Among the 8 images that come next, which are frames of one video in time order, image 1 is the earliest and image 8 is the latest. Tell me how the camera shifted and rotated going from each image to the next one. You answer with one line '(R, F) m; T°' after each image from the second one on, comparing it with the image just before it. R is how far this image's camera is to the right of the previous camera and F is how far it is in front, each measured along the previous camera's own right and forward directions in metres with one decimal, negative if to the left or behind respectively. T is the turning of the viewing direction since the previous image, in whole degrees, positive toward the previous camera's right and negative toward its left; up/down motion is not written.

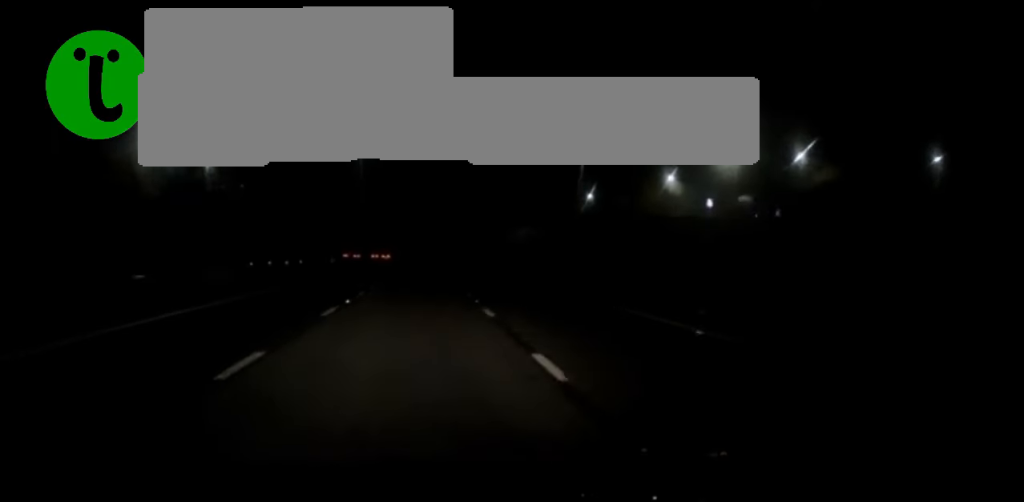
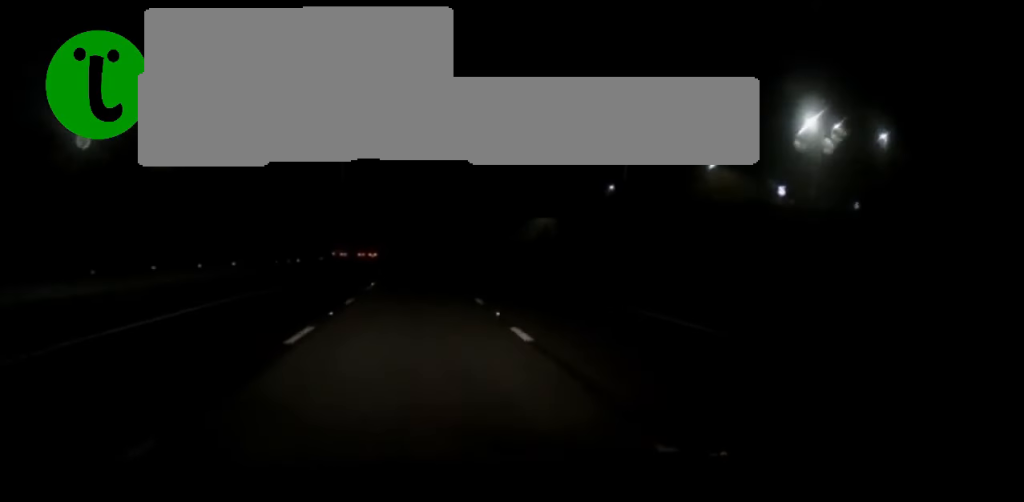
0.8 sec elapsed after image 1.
(0.0, +23.9) m; 0°
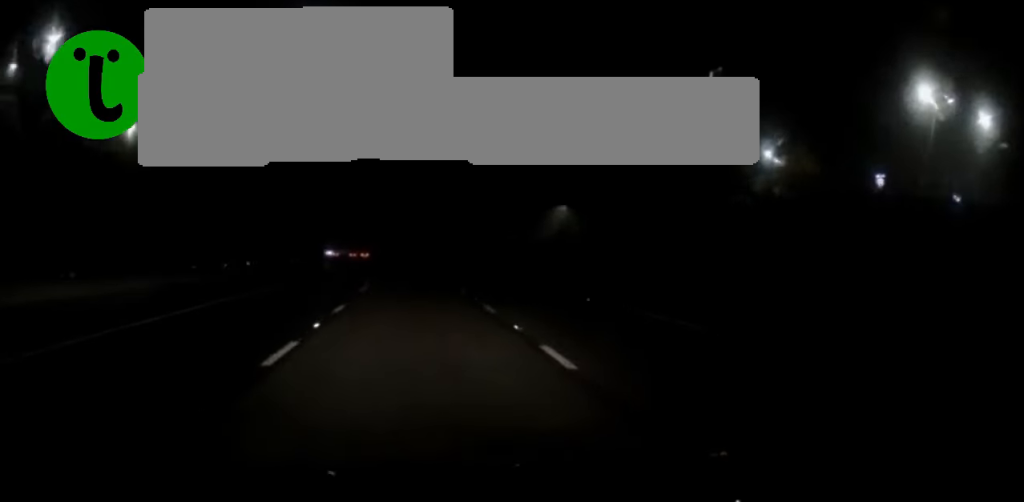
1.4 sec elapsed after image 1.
(0.0, +20.8) m; 0°
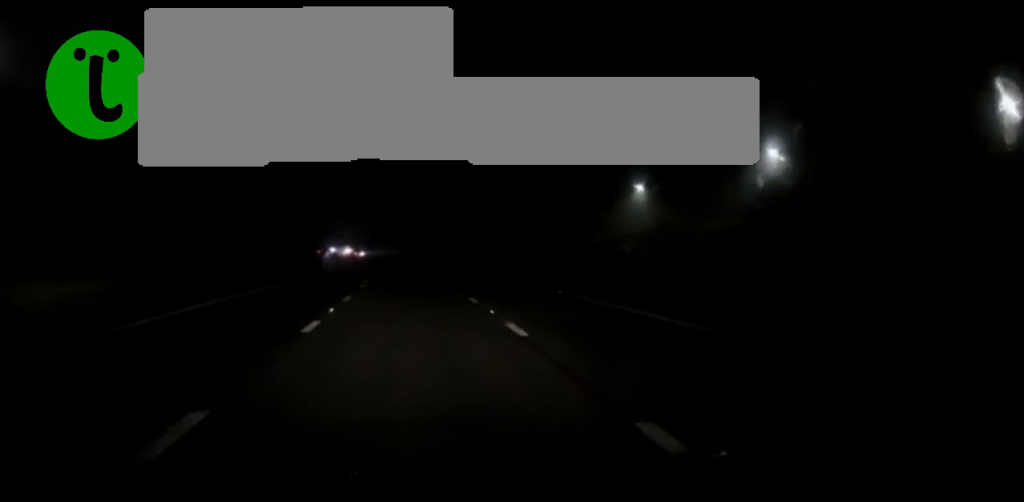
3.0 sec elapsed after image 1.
(0.0, +49.6) m; -1°
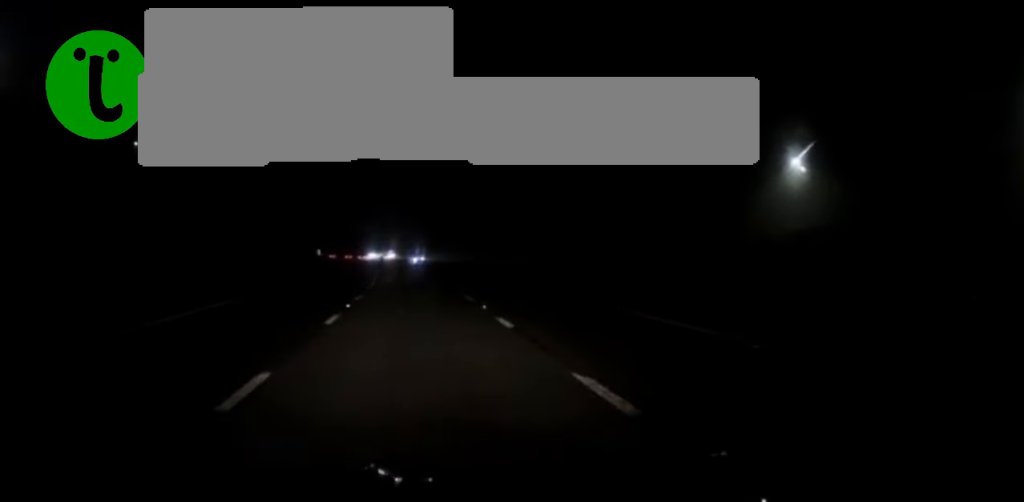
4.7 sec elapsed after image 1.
(-1.1, +51.9) m; -3°
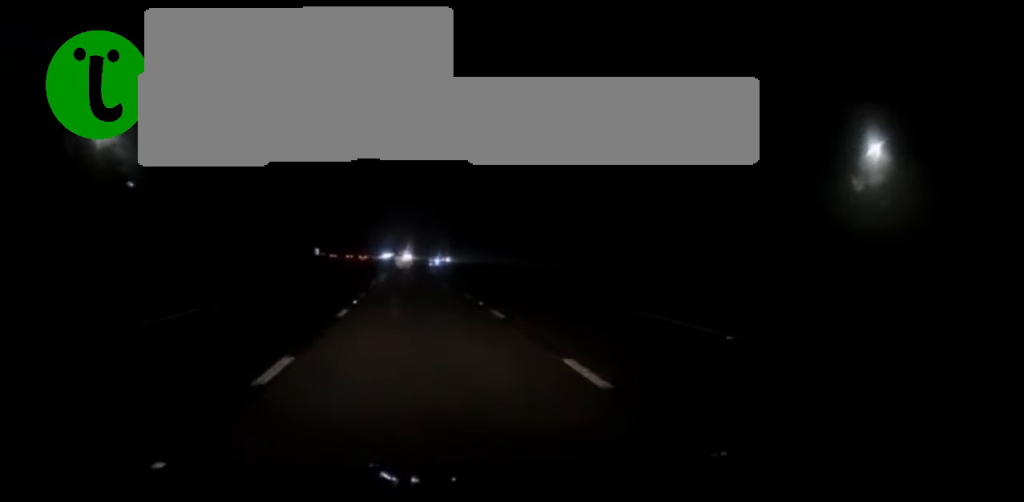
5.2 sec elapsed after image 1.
(0.0, +16.7) m; -1°
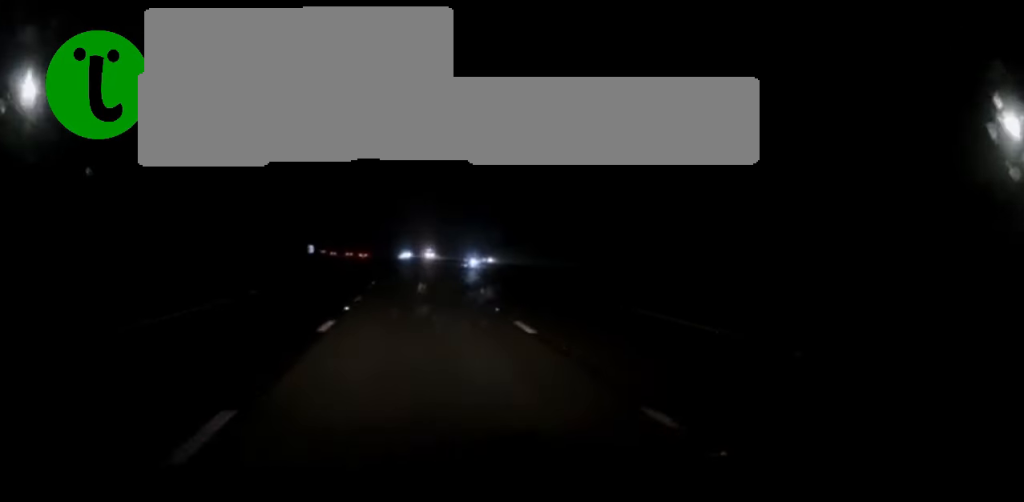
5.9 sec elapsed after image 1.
(-0.4, +21.8) m; -1°
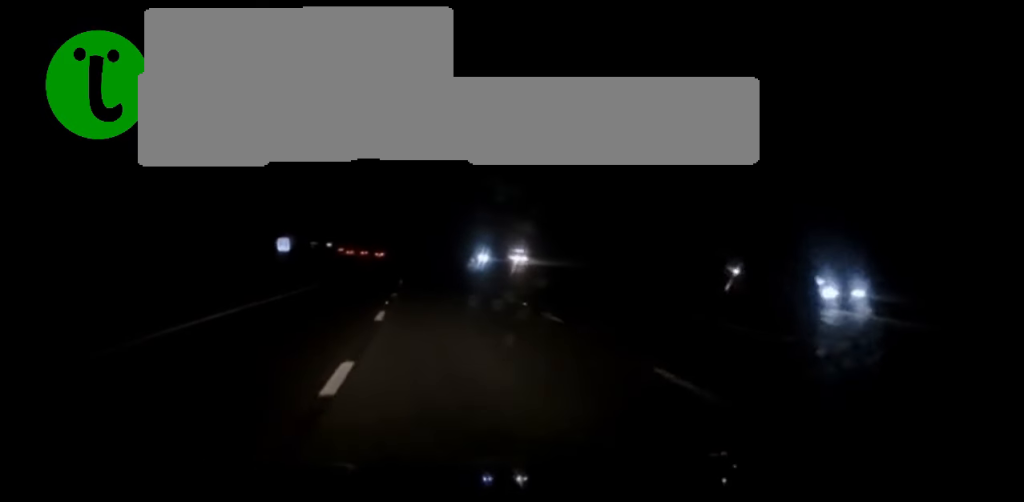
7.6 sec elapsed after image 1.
(-1.0, +52.4) m; -2°
